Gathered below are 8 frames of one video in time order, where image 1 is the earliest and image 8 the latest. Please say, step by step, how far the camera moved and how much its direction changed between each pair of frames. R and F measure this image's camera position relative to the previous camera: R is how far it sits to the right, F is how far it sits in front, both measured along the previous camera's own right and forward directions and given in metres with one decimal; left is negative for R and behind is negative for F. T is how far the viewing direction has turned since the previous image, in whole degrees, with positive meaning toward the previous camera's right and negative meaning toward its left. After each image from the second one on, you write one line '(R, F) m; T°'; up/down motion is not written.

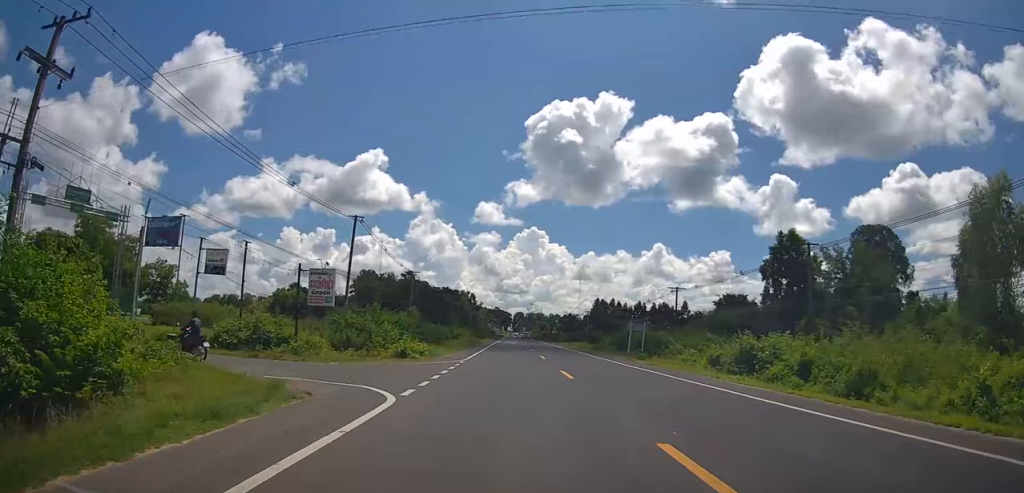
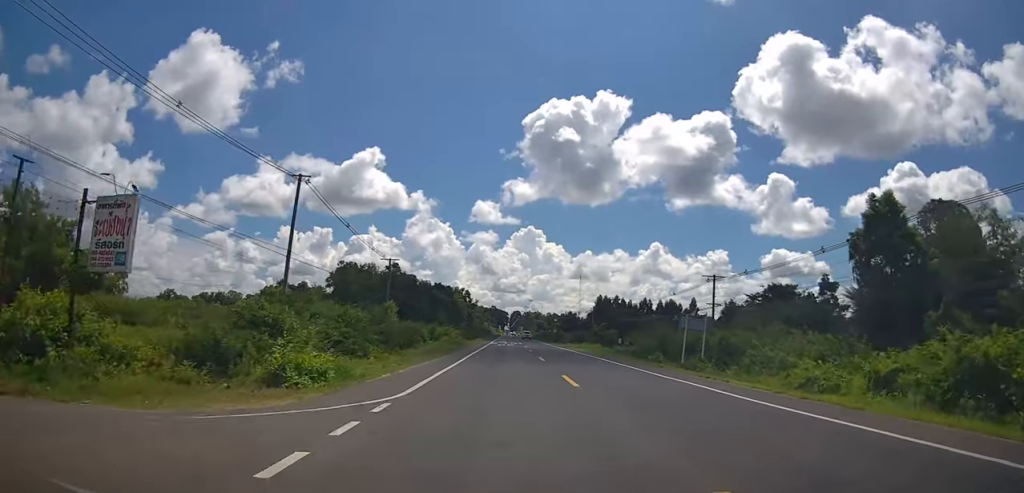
(+0.4, +14.0) m; +2°
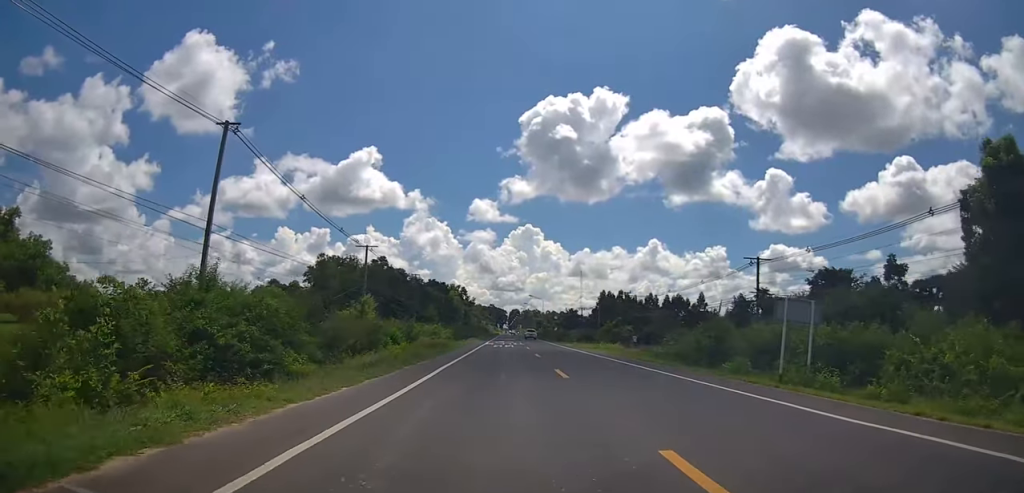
(+0.1, +10.8) m; -2°
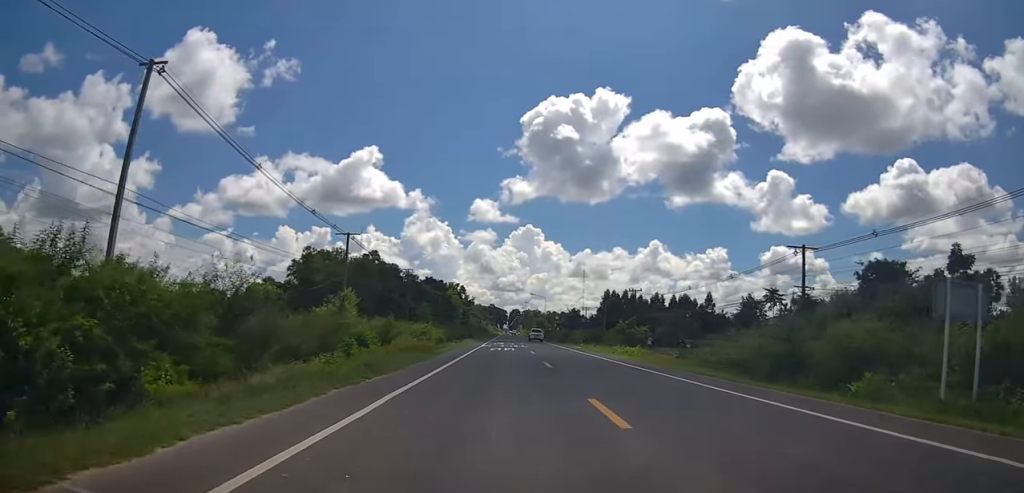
(0.0, +7.5) m; -1°
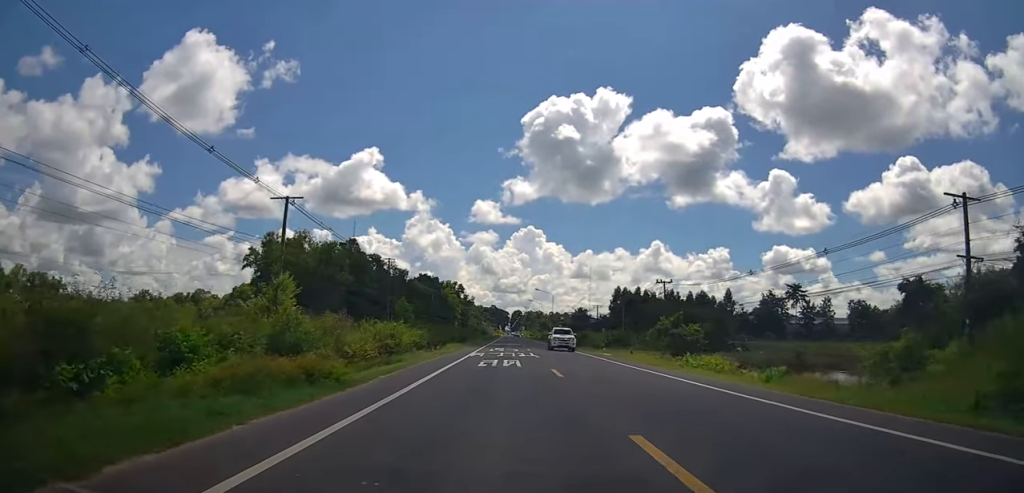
(-0.8, +15.7) m; 0°
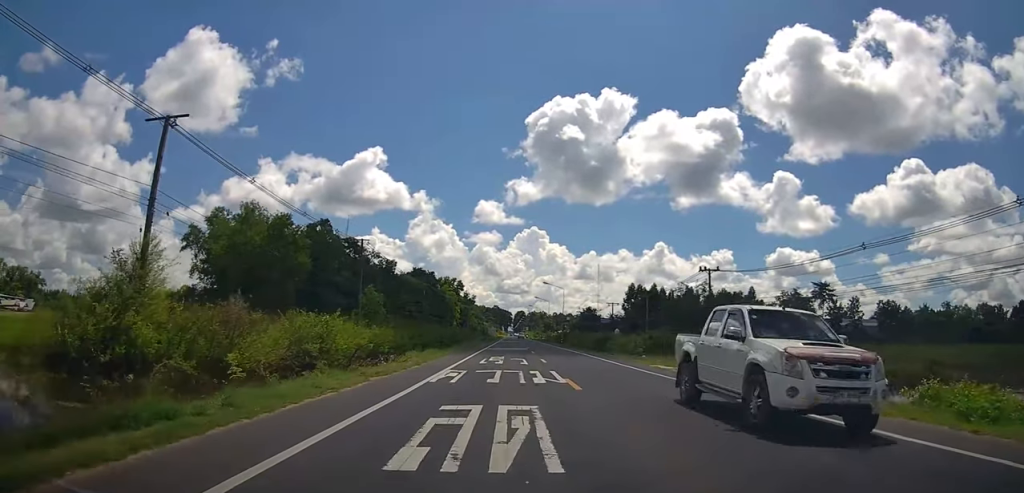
(+0.7, +15.6) m; +2°
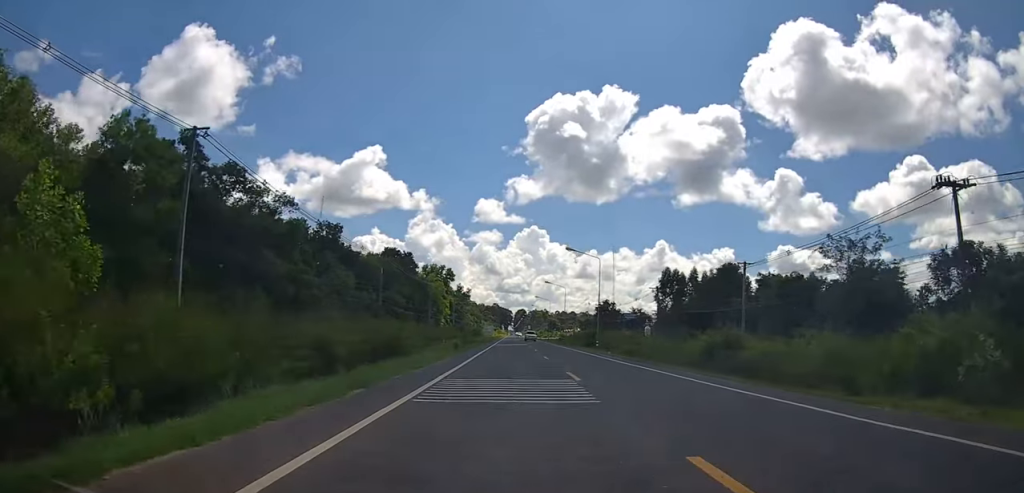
(-1.0, +34.3) m; -2°
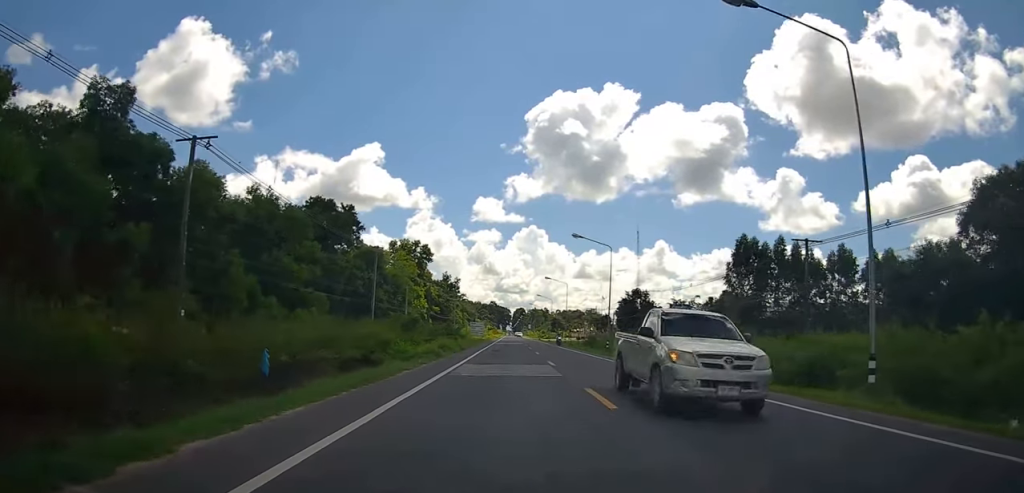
(+1.5, +41.9) m; 0°
